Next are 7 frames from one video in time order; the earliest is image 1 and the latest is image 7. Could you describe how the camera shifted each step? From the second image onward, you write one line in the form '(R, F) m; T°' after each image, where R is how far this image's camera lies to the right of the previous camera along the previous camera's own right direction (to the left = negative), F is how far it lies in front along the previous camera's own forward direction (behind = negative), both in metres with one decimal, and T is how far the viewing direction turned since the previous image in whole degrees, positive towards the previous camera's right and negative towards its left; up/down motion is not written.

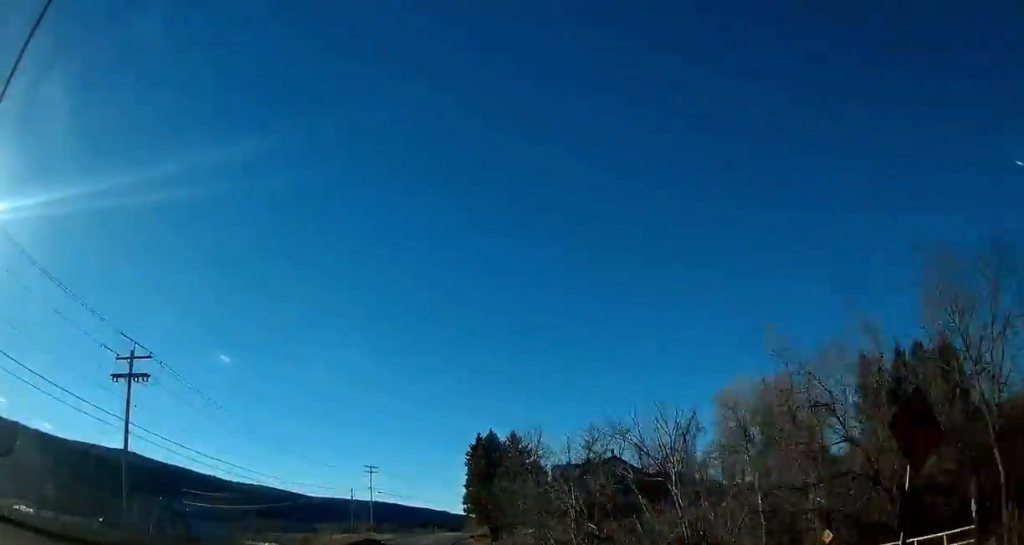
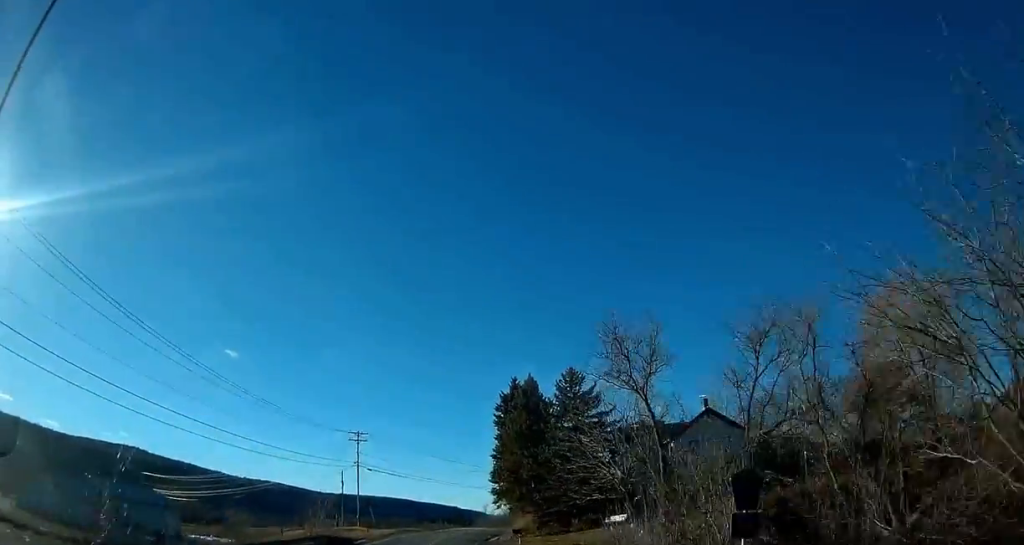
(-0.6, +30.6) m; -1°
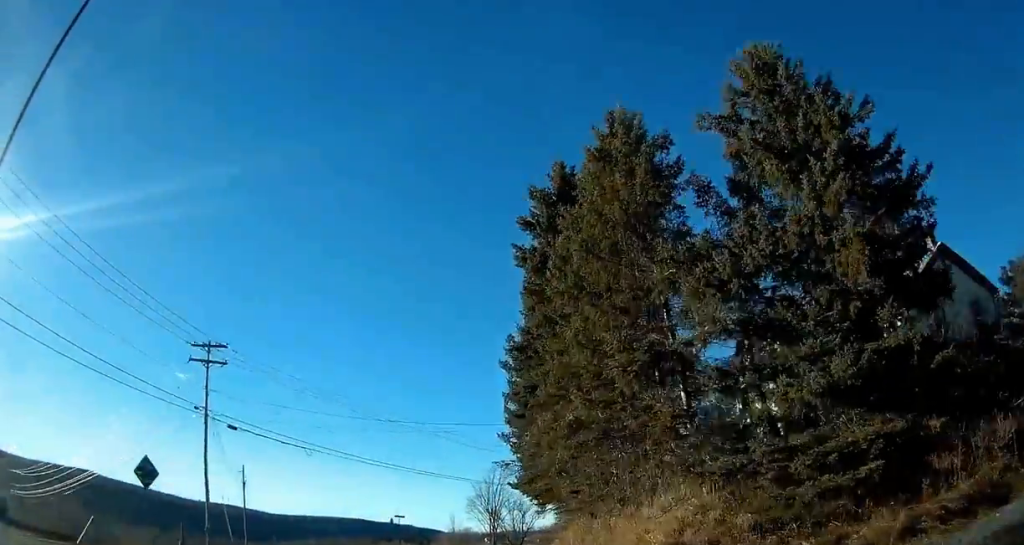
(+1.5, +41.2) m; +4°
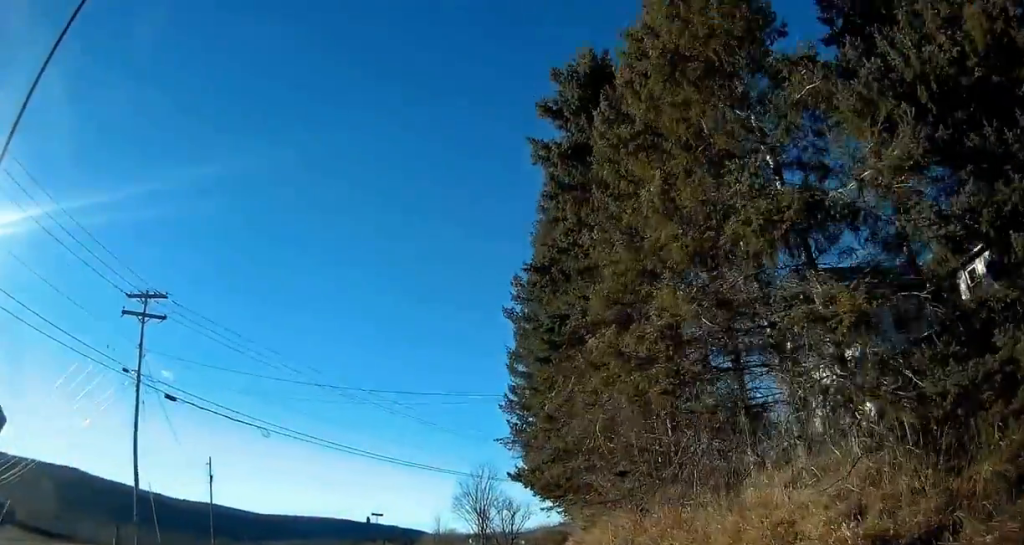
(0.0, +7.4) m; 0°
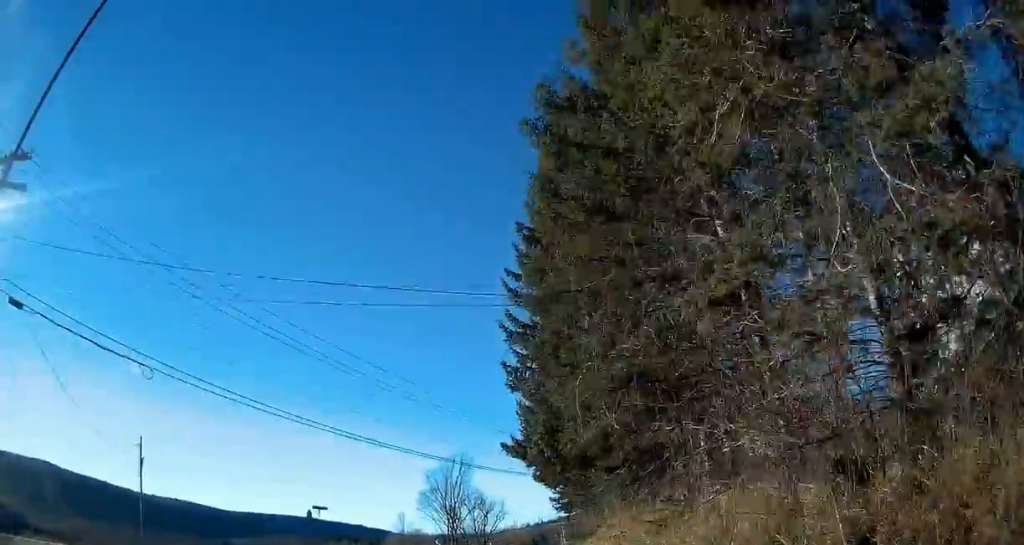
(+0.2, +11.2) m; +2°
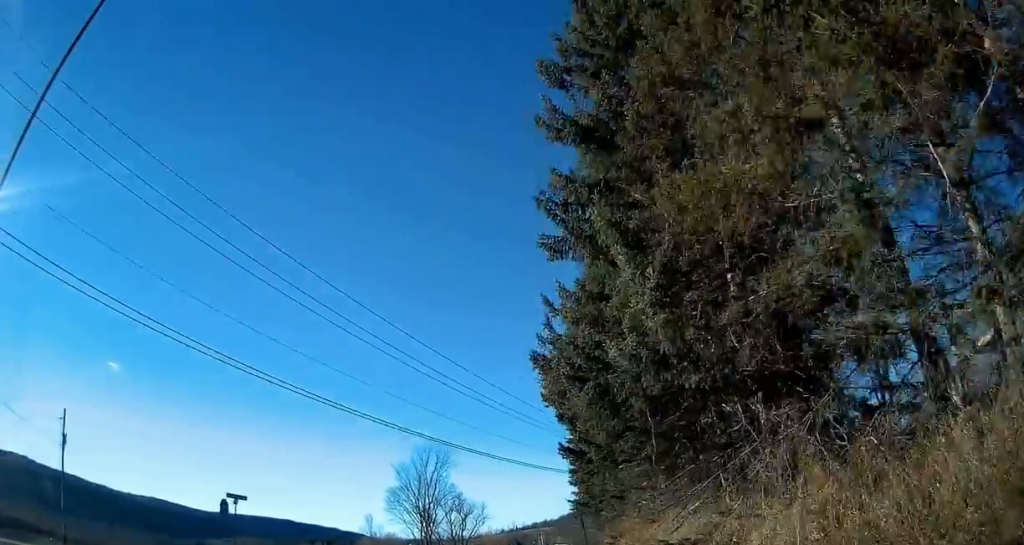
(+0.4, +11.5) m; +3°
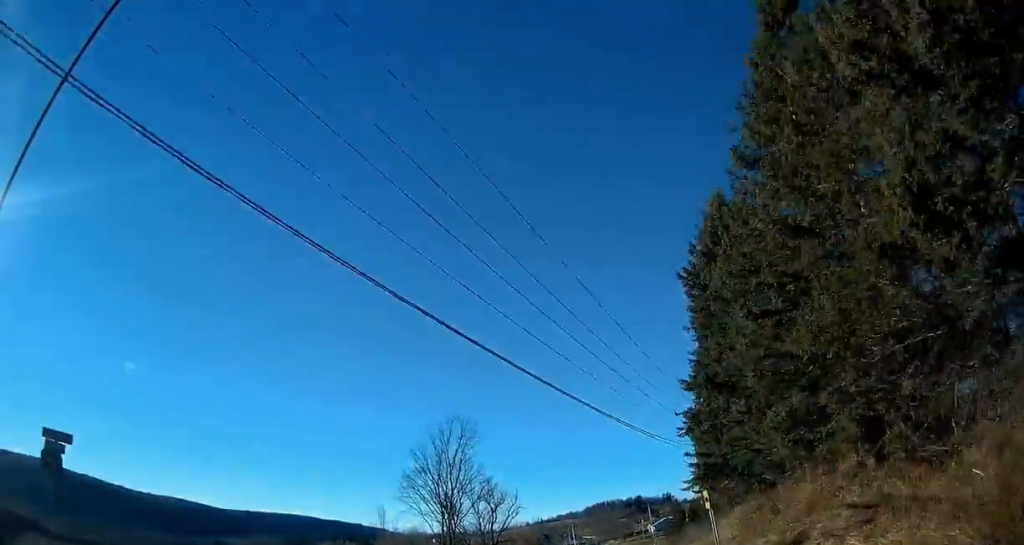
(+0.6, +14.8) m; -2°
